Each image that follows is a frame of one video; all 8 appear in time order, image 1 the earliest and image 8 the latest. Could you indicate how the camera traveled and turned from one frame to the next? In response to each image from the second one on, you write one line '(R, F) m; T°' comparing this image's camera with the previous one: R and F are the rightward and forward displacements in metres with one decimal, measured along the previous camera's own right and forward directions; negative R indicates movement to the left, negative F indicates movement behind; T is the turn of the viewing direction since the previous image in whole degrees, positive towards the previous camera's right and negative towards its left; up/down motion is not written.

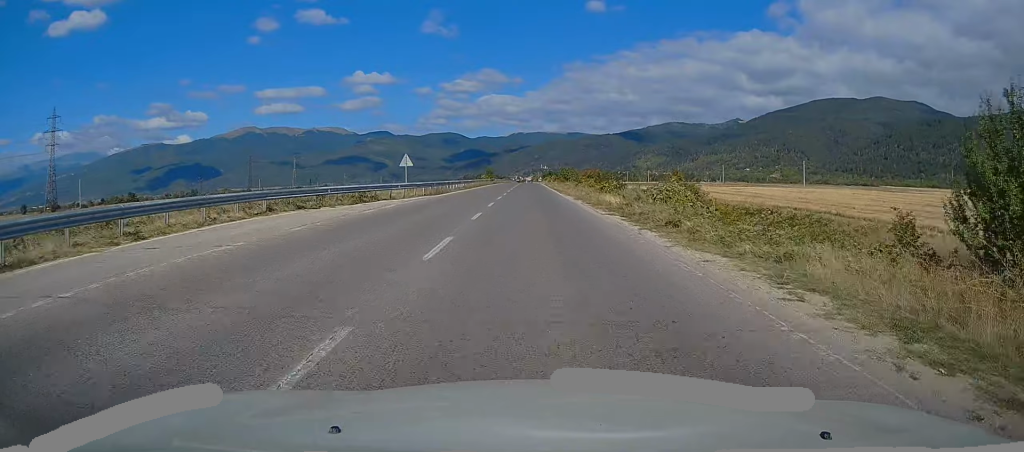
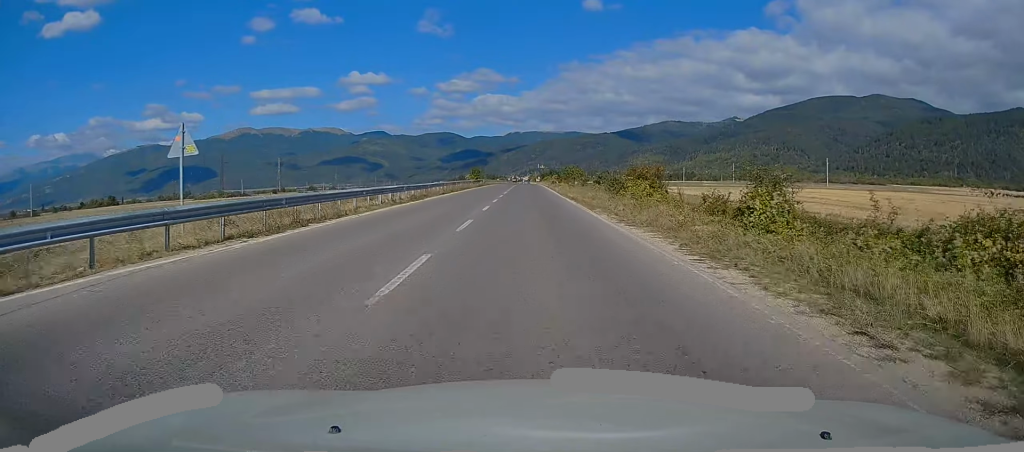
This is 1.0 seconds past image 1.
(+0.3, +25.8) m; 0°
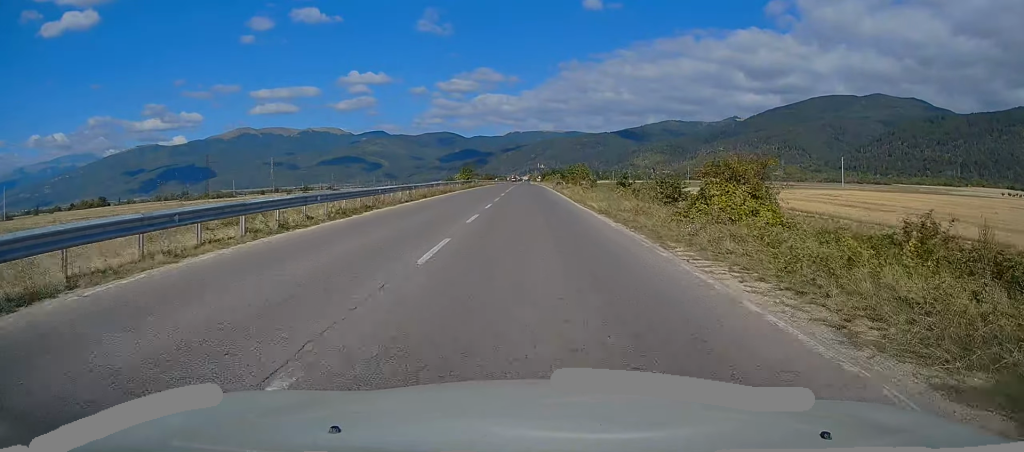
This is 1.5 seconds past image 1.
(-0.1, +13.3) m; 0°
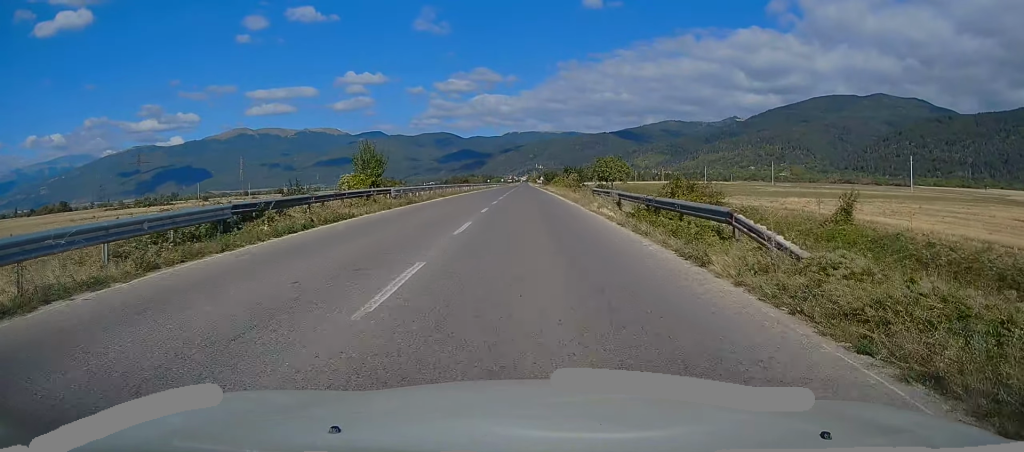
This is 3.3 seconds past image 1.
(+0.2, +48.6) m; 0°
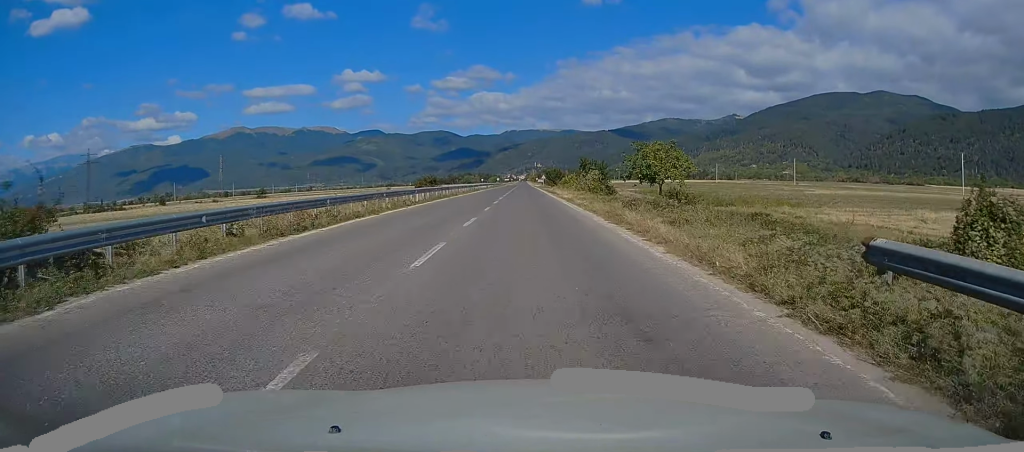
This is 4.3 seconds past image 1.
(-0.2, +27.5) m; 0°
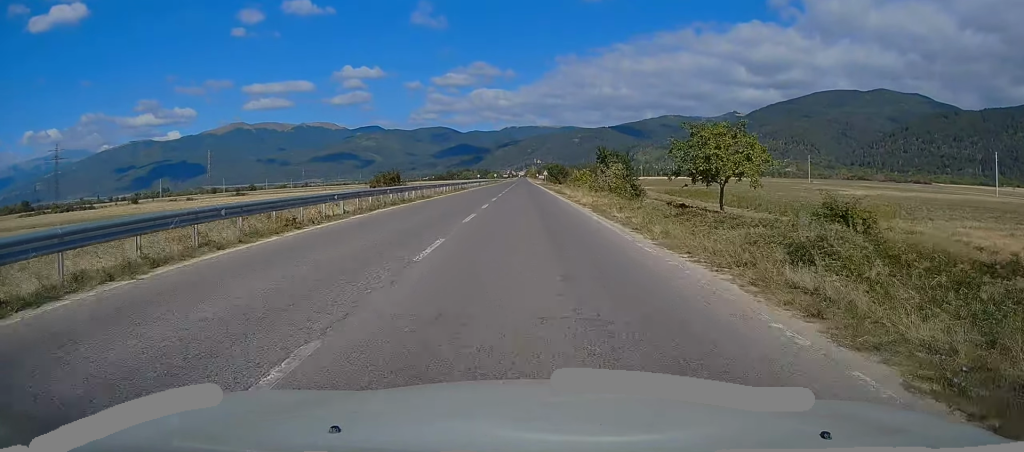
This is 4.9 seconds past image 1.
(+0.1, +15.2) m; 0°
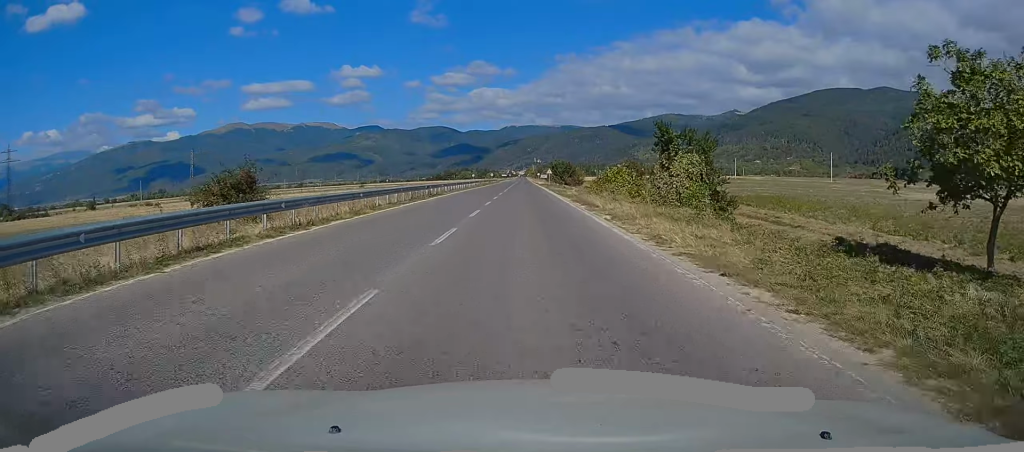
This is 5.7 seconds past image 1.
(0.0, +20.6) m; 0°
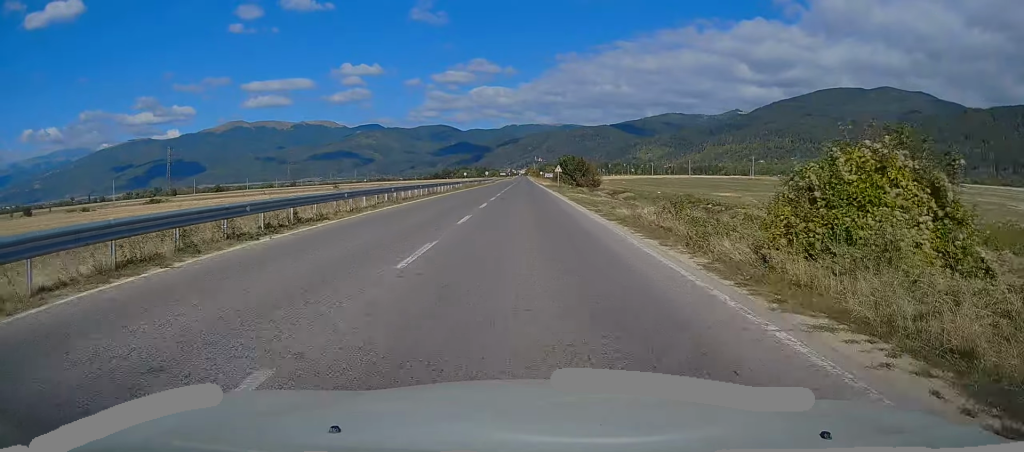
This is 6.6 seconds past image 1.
(0.0, +26.1) m; 0°
